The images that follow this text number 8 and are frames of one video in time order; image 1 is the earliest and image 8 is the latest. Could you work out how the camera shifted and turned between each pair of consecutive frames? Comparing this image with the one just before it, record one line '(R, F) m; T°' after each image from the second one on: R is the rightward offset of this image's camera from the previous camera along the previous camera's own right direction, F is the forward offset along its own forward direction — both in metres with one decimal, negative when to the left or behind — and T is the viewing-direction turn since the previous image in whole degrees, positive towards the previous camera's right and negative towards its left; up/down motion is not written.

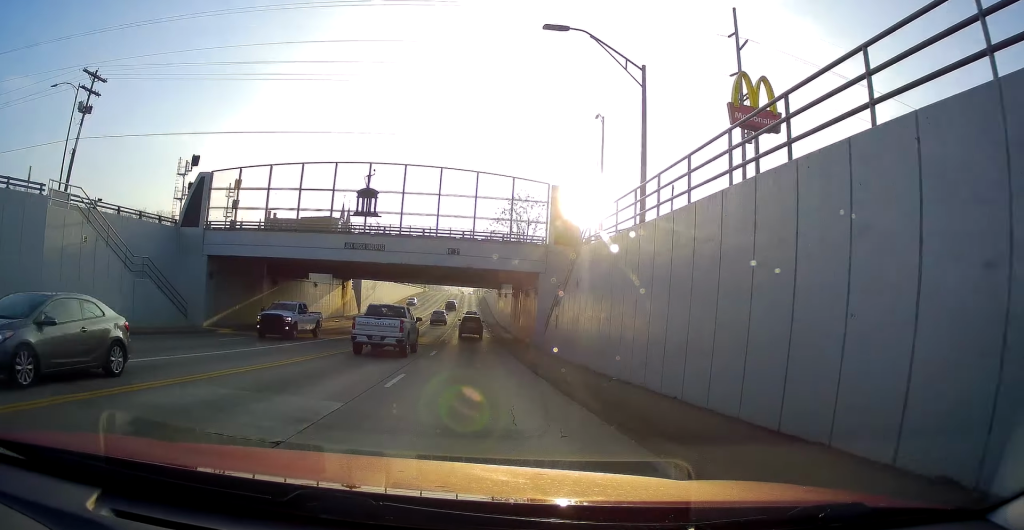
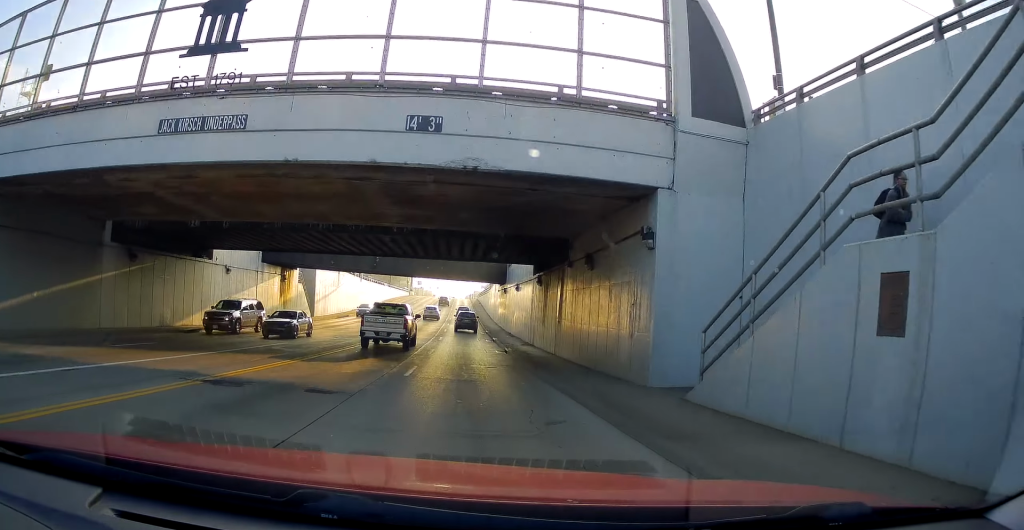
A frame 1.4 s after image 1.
(-0.2, +21.9) m; -1°
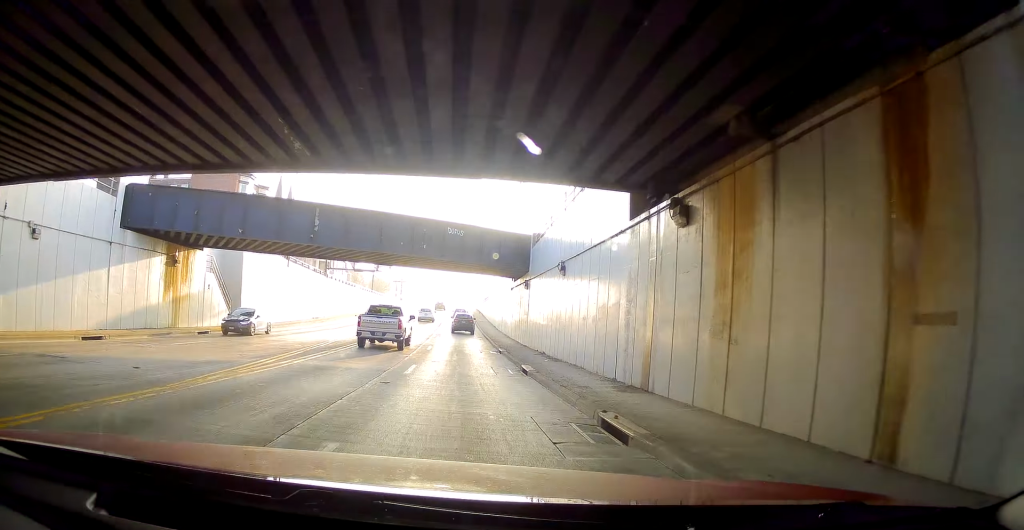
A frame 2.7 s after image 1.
(+0.3, +19.9) m; +2°
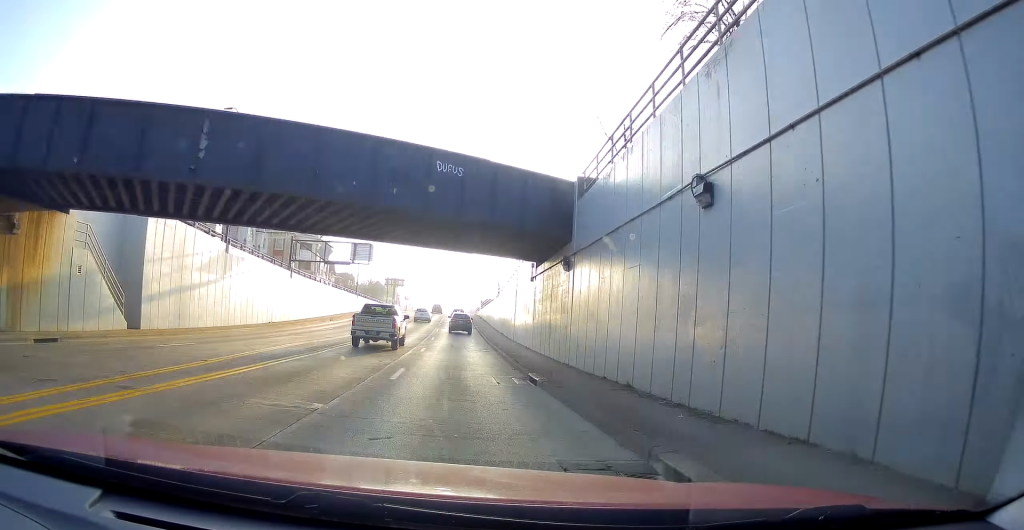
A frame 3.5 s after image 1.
(+0.3, +13.1) m; 0°
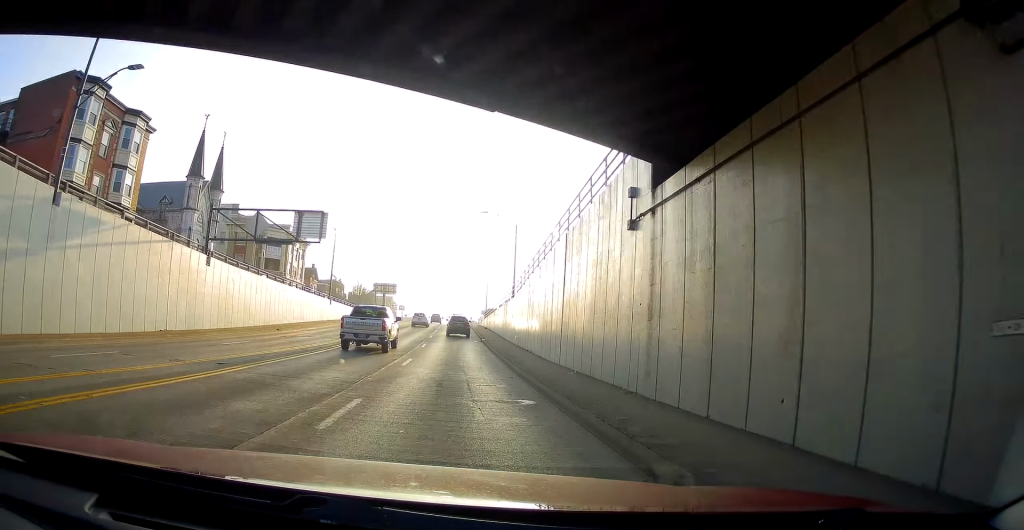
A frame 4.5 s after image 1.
(-0.4, +17.5) m; -2°
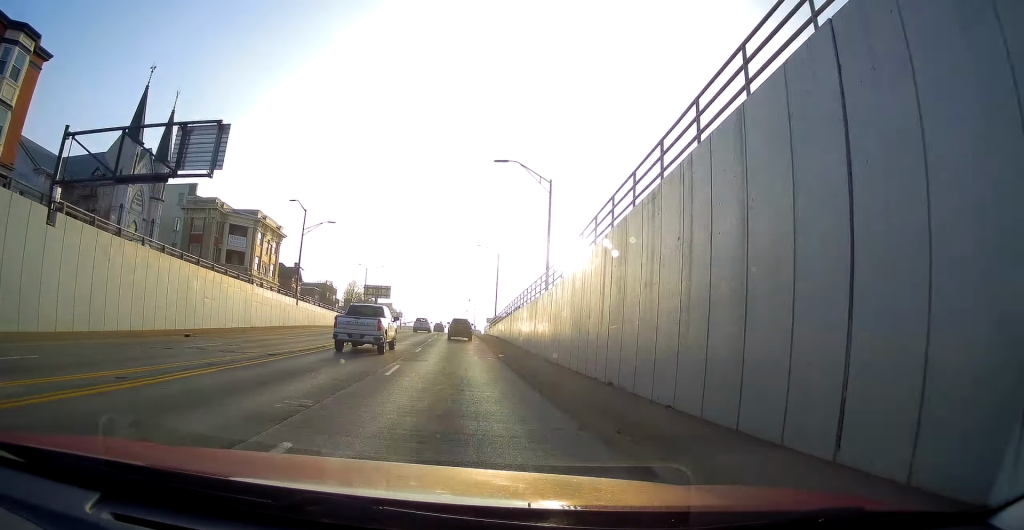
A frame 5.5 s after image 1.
(-0.1, +15.4) m; +1°
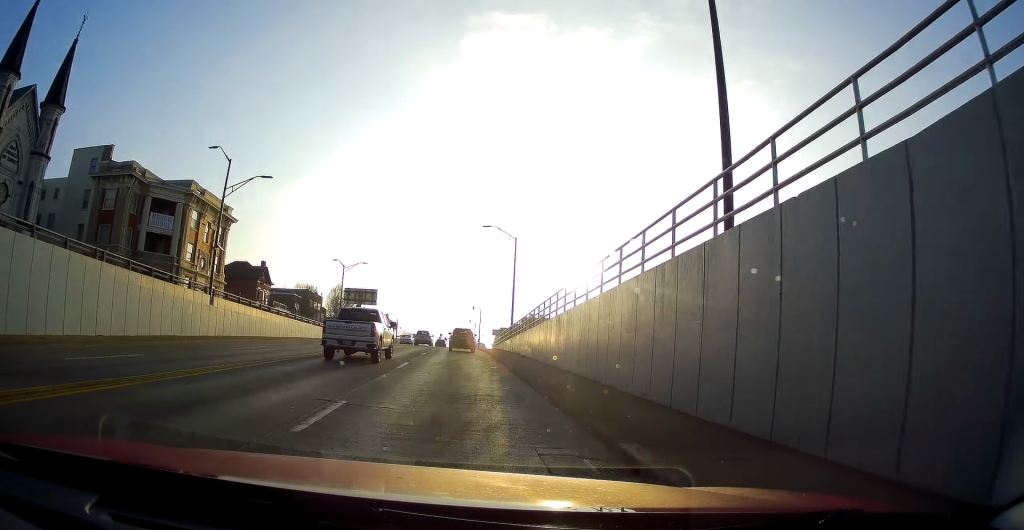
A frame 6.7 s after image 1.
(+0.1, +19.7) m; -2°
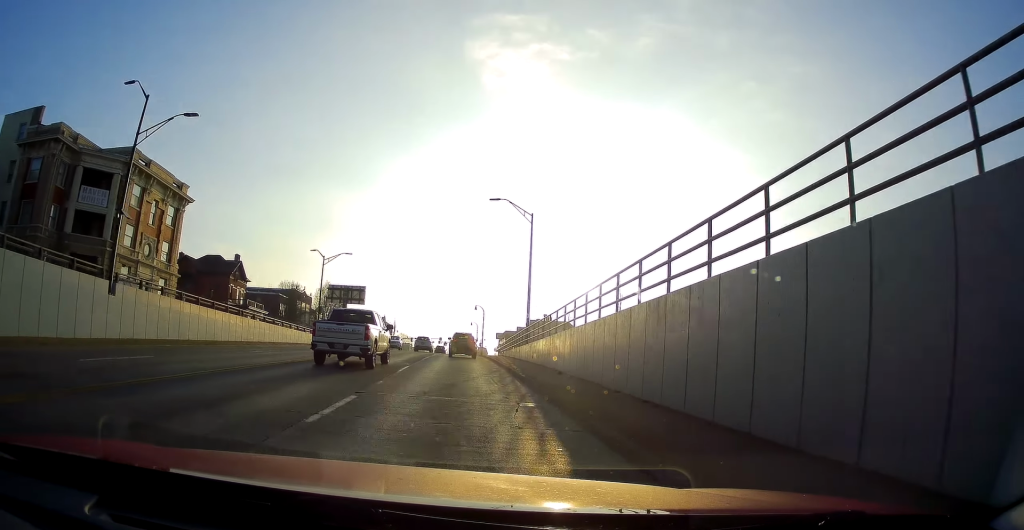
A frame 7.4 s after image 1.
(-0.6, +11.4) m; -1°
